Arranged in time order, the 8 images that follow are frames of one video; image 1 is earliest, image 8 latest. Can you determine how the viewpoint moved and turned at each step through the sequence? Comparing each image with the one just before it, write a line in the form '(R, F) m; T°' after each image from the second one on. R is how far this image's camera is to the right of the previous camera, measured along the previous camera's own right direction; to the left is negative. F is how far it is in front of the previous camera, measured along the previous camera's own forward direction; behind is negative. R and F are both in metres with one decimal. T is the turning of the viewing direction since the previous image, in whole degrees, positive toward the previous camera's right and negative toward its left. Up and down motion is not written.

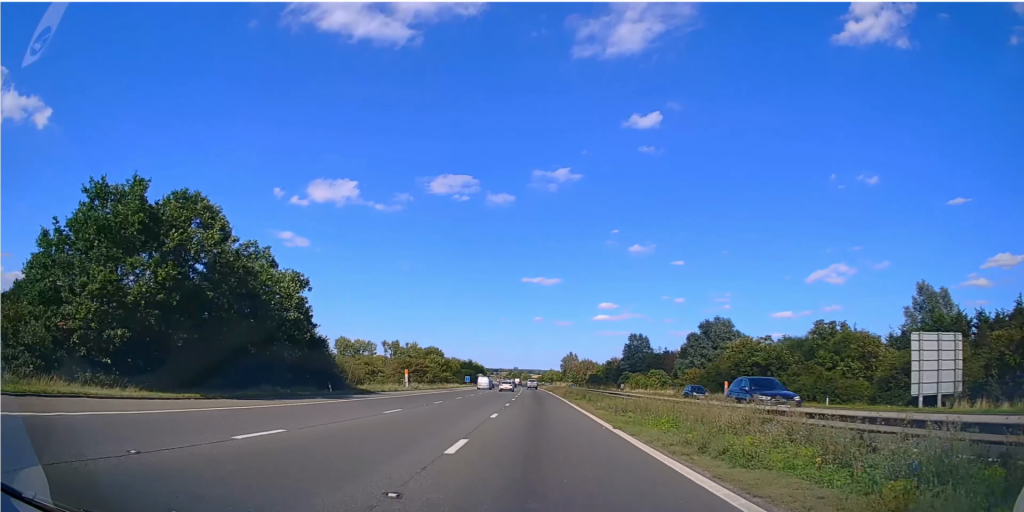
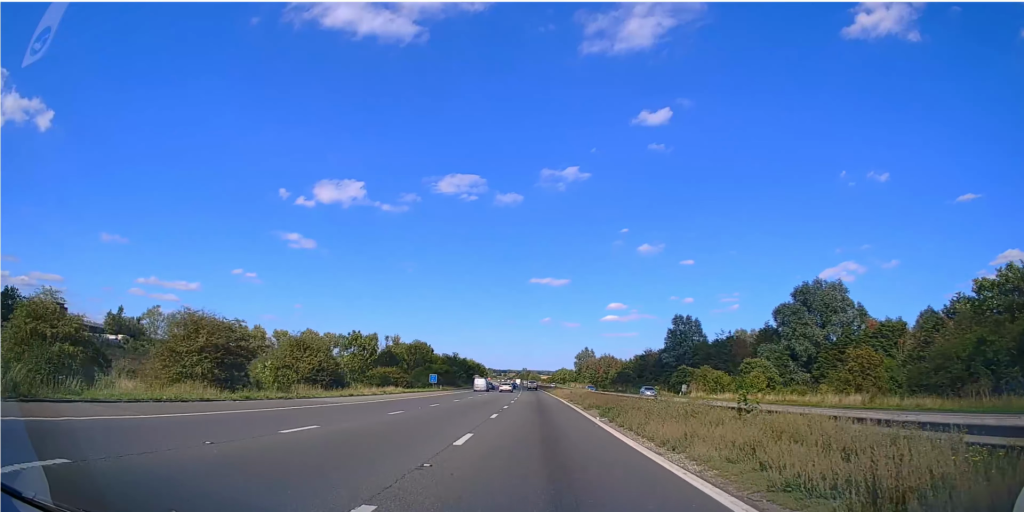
(0.0, +54.9) m; -1°
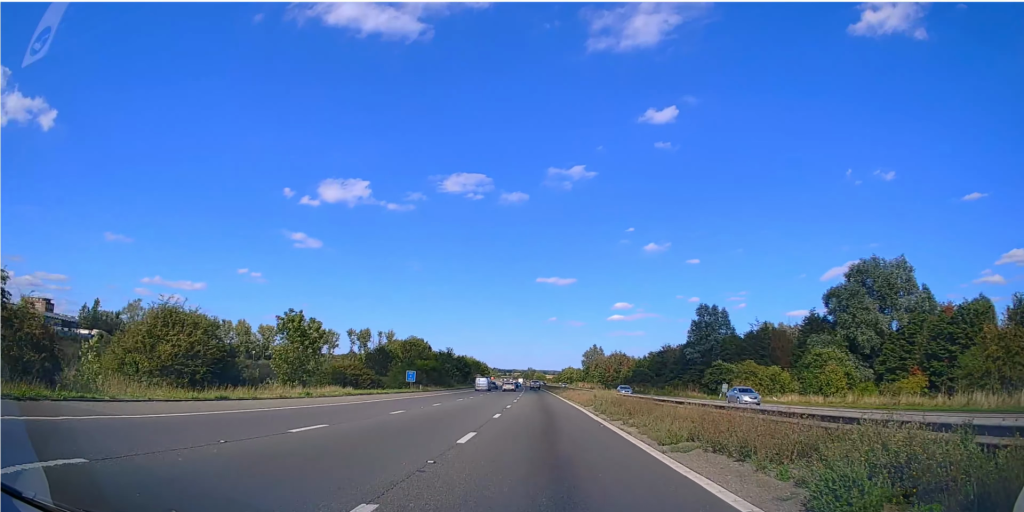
(-0.1, +18.5) m; 0°
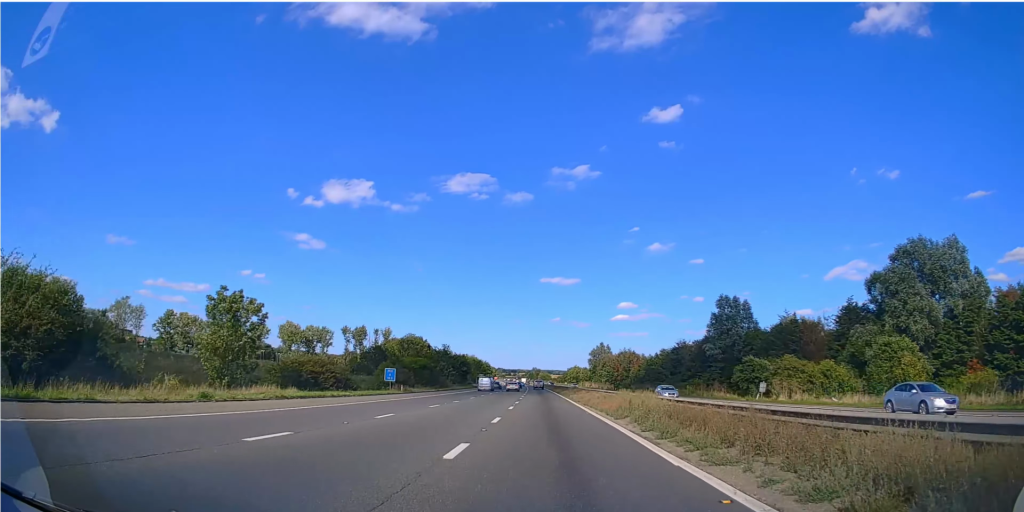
(0.0, +11.7) m; 0°
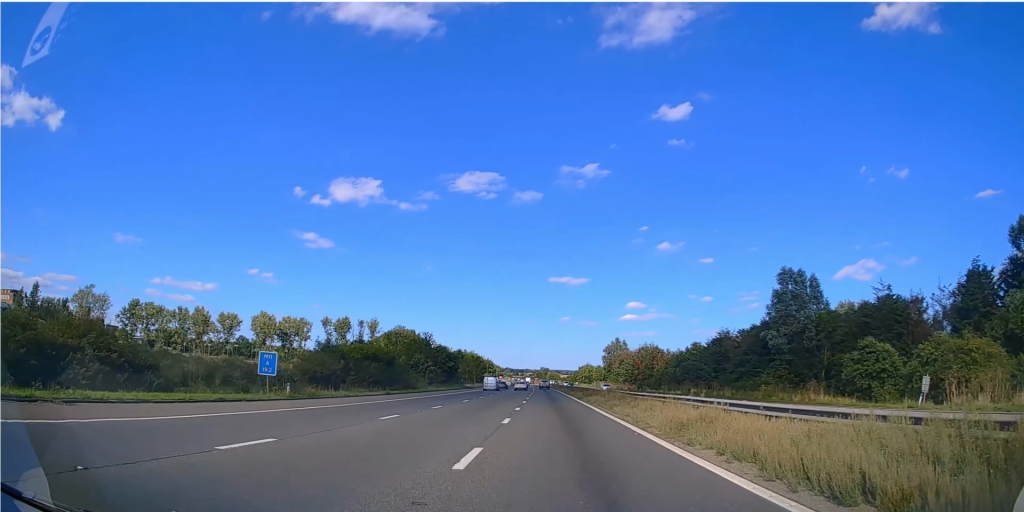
(0.0, +28.8) m; 0°
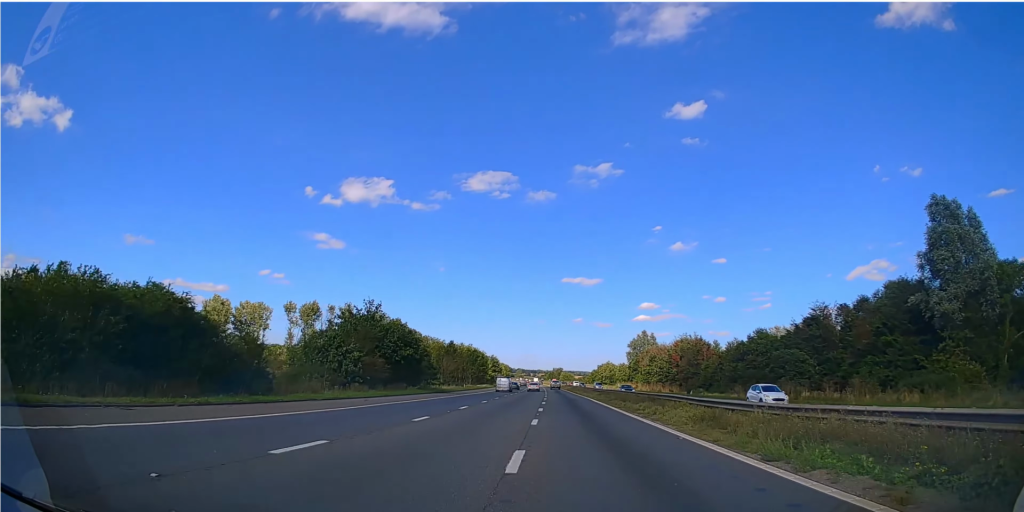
(-0.3, +39.6) m; -1°
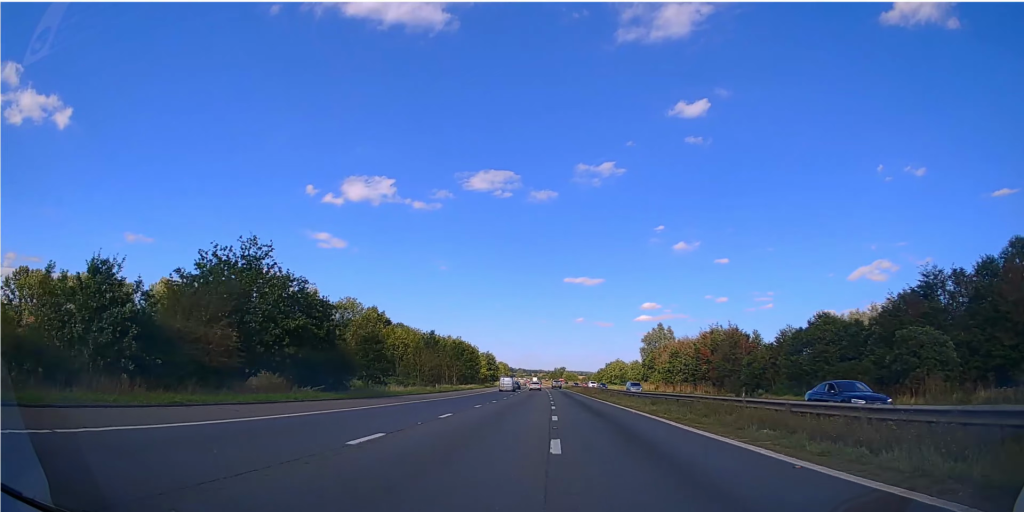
(-0.3, +27.1) m; -1°
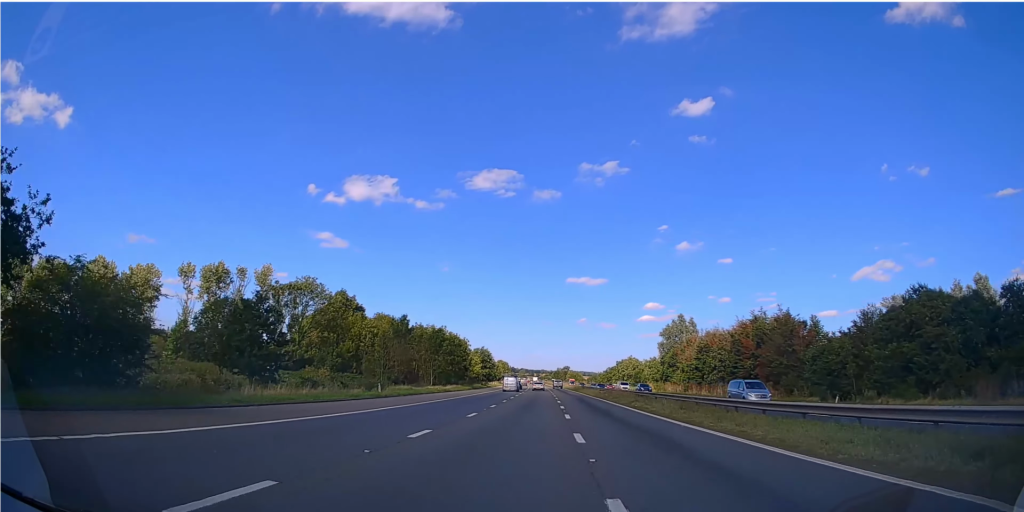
(-0.2, +28.1) m; 0°
